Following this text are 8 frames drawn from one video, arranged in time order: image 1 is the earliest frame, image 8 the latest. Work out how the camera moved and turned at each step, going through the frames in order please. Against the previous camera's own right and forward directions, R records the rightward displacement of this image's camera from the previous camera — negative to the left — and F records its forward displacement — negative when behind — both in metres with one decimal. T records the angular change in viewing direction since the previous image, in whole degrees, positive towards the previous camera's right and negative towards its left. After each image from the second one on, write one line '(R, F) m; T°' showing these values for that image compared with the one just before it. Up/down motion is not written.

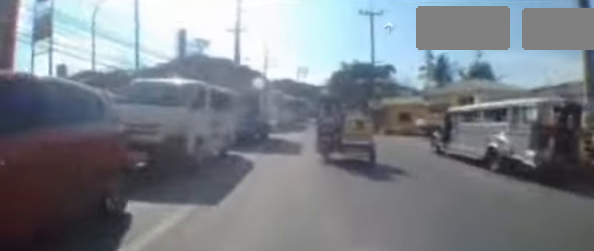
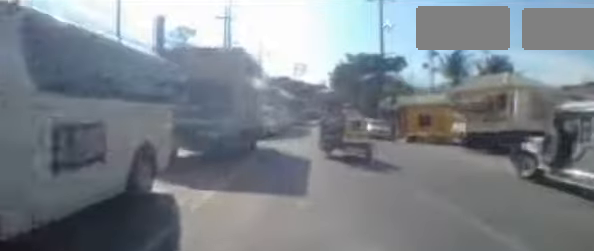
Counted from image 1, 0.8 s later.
(-0.4, +5.2) m; -5°
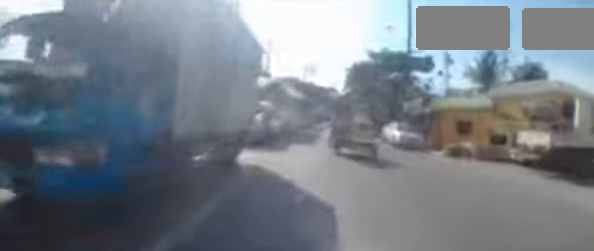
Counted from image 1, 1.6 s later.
(-0.1, +4.8) m; -1°
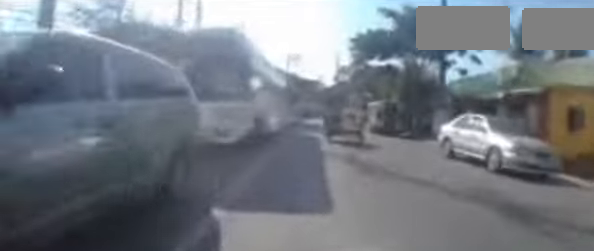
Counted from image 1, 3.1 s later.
(0.0, +9.9) m; +5°
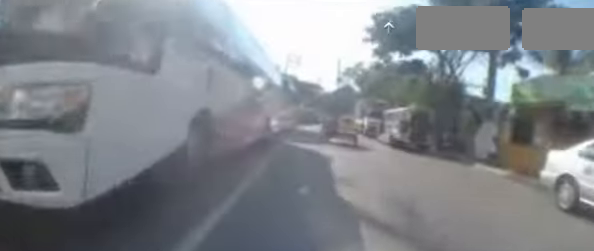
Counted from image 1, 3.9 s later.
(+0.5, +5.1) m; +5°
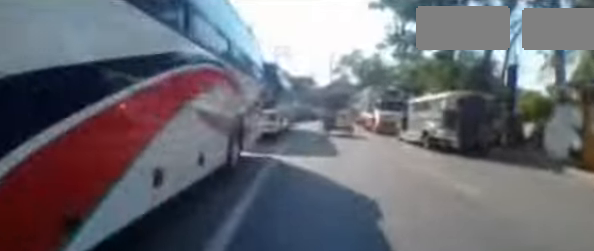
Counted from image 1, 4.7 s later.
(+0.1, +4.8) m; +1°
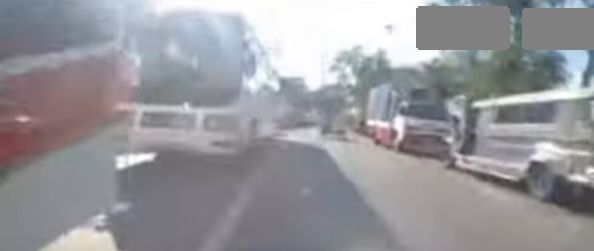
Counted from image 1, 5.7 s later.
(0.0, +5.9) m; -1°
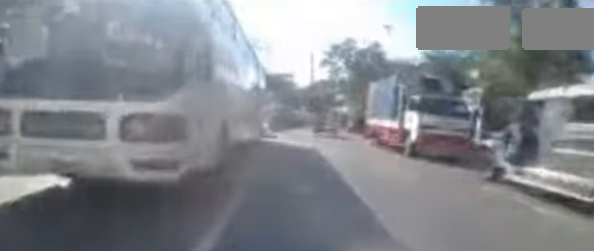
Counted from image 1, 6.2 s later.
(0.0, +2.3) m; 0°
